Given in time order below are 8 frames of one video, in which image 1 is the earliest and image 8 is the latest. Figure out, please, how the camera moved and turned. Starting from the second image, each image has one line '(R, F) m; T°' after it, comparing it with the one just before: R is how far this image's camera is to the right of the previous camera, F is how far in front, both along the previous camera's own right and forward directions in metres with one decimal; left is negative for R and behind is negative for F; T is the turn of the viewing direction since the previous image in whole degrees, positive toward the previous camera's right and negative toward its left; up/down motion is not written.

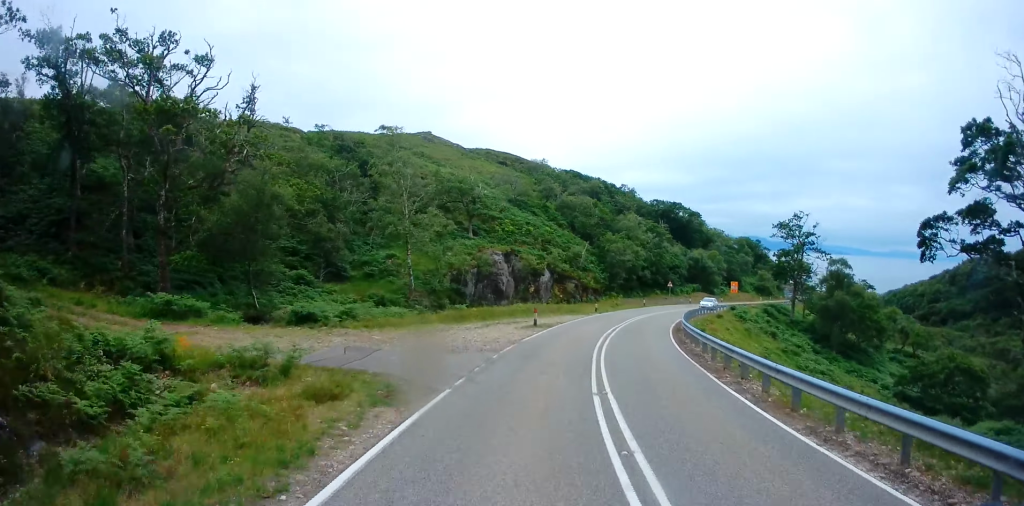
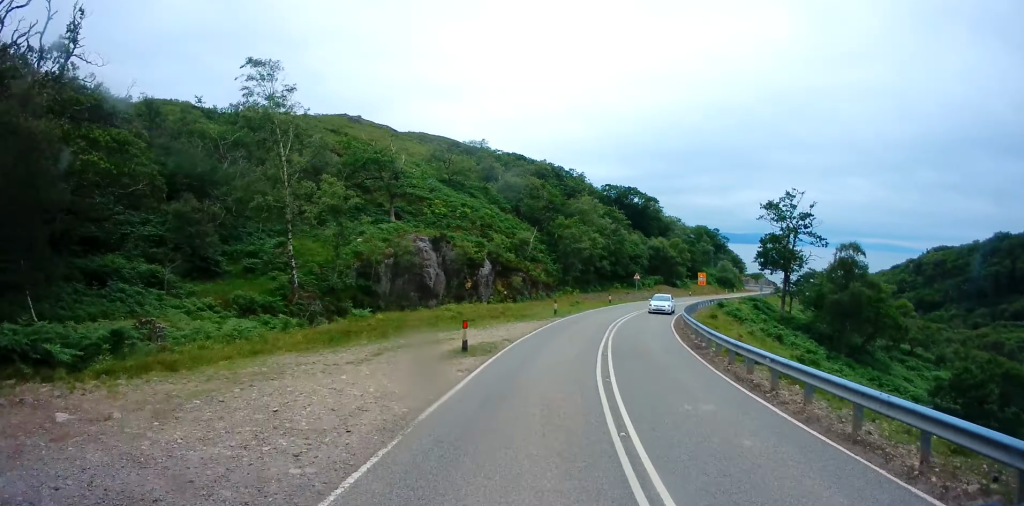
(+0.9, +12.7) m; +7°
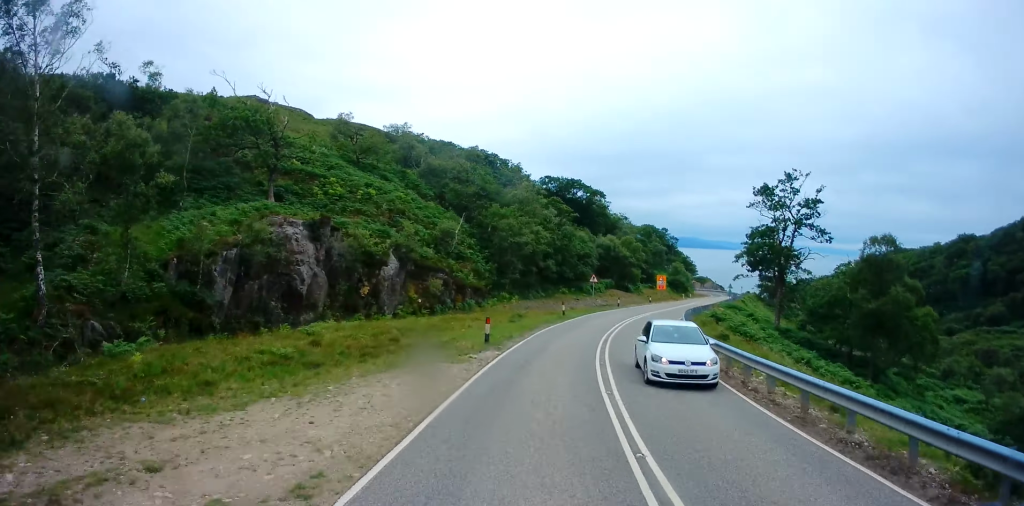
(+0.9, +14.2) m; +6°
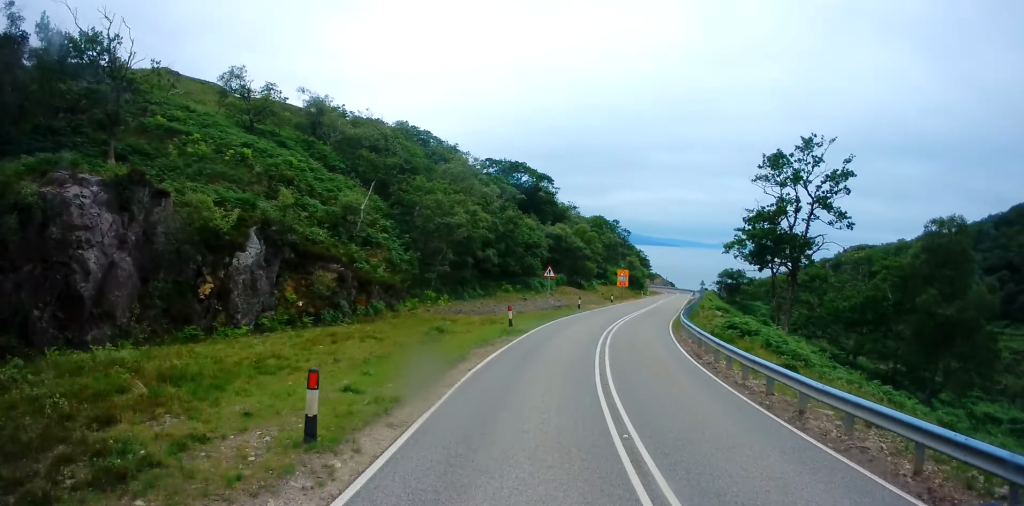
(+0.6, +12.6) m; +5°
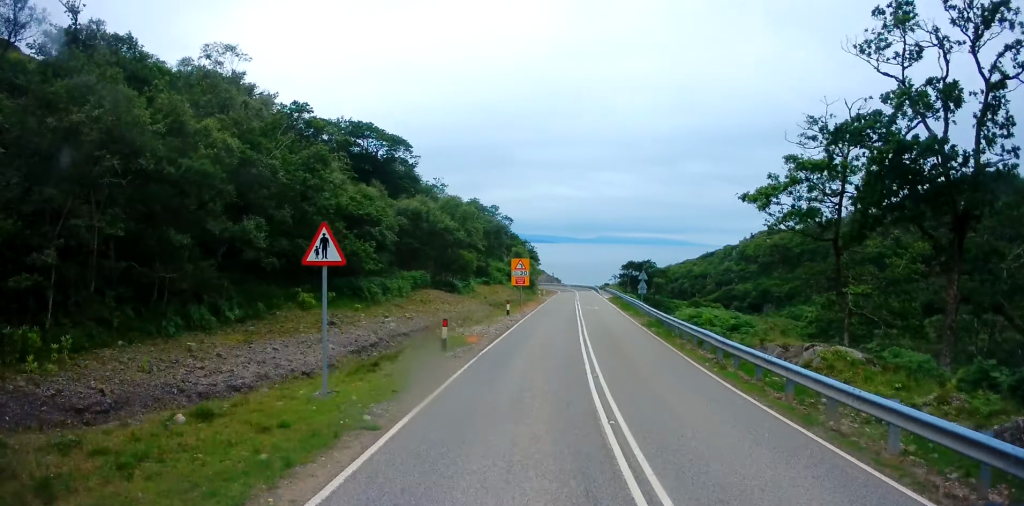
(+2.5, +26.3) m; +12°
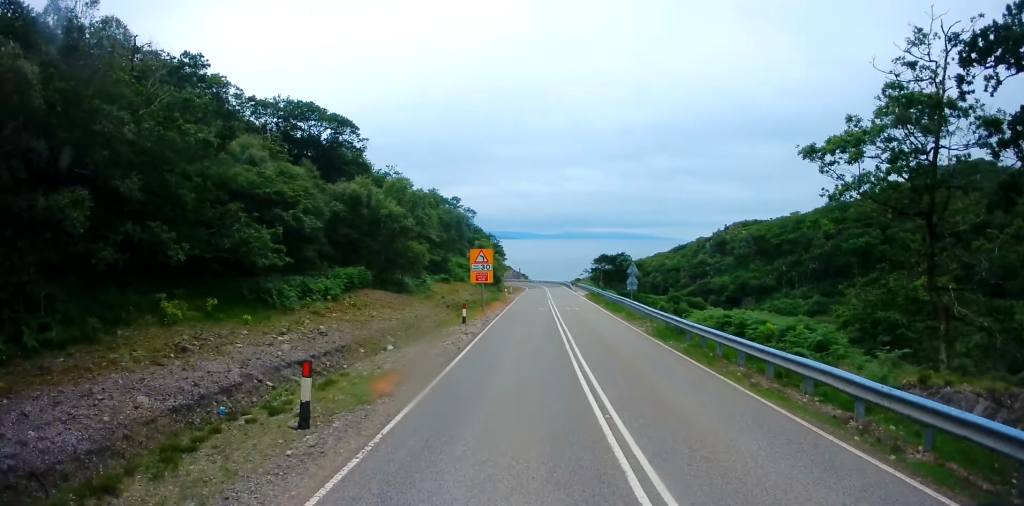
(+0.4, +8.8) m; +3°
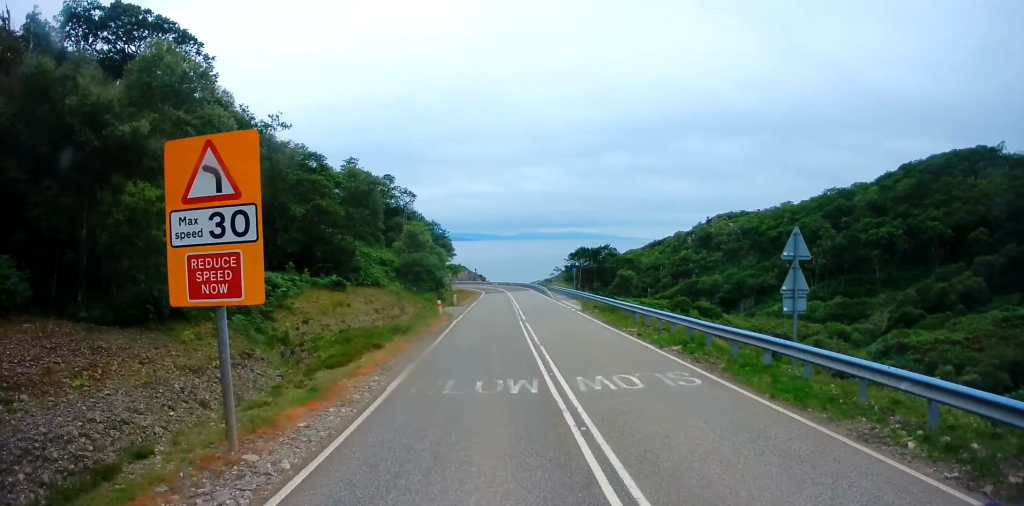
(+1.1, +27.9) m; +2°
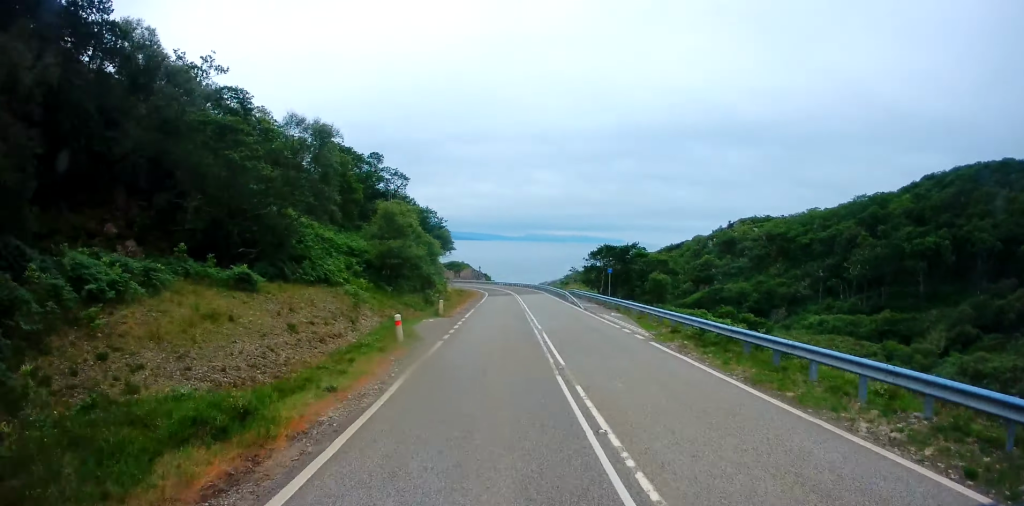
(+0.1, +15.3) m; 0°
